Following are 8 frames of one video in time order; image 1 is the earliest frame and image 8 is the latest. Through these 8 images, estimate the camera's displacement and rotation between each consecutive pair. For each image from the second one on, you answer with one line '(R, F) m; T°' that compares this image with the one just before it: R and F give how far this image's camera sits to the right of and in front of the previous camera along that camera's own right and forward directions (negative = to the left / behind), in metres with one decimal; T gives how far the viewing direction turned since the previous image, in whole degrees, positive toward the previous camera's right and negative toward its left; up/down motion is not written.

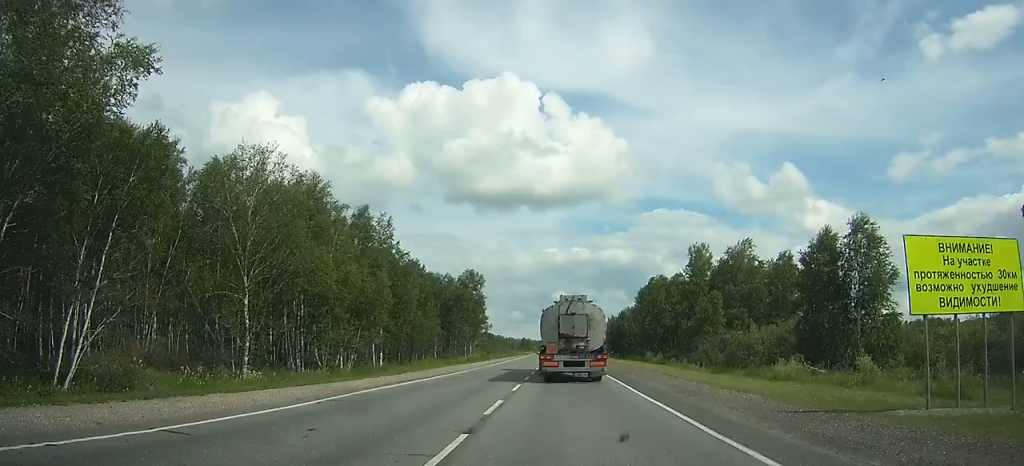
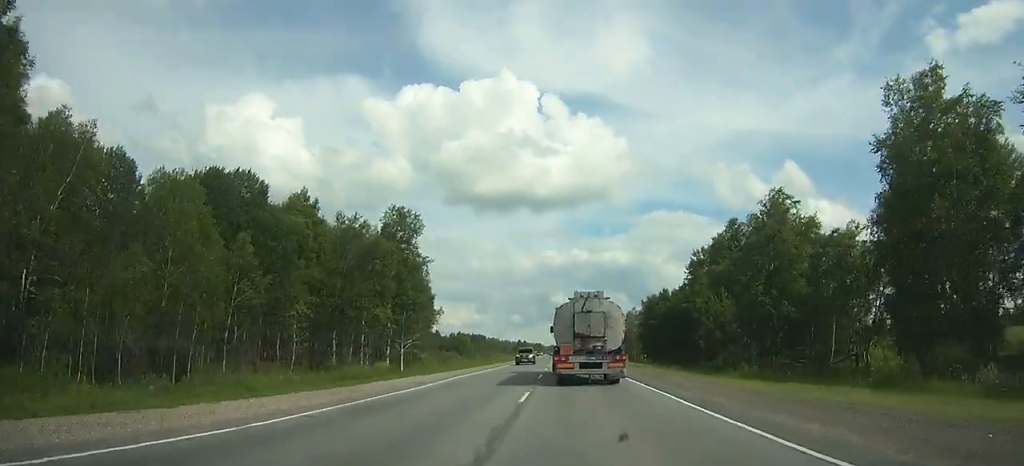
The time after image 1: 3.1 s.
(0.0, +68.4) m; 0°
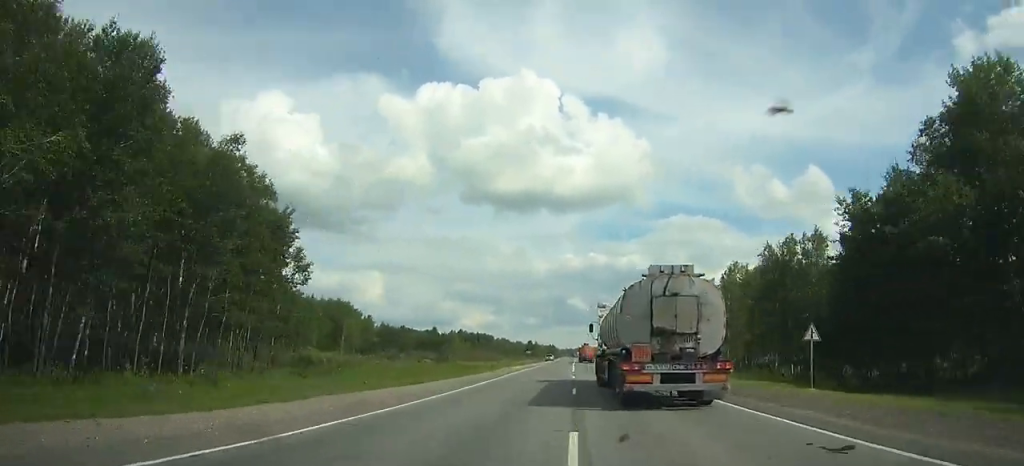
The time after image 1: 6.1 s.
(-0.5, +68.8) m; 0°
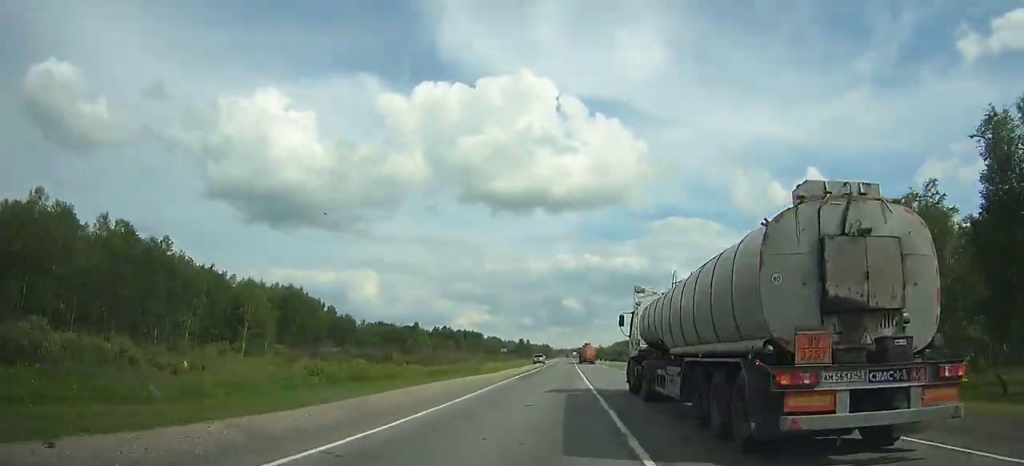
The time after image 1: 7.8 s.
(+0.1, +40.5) m; 0°
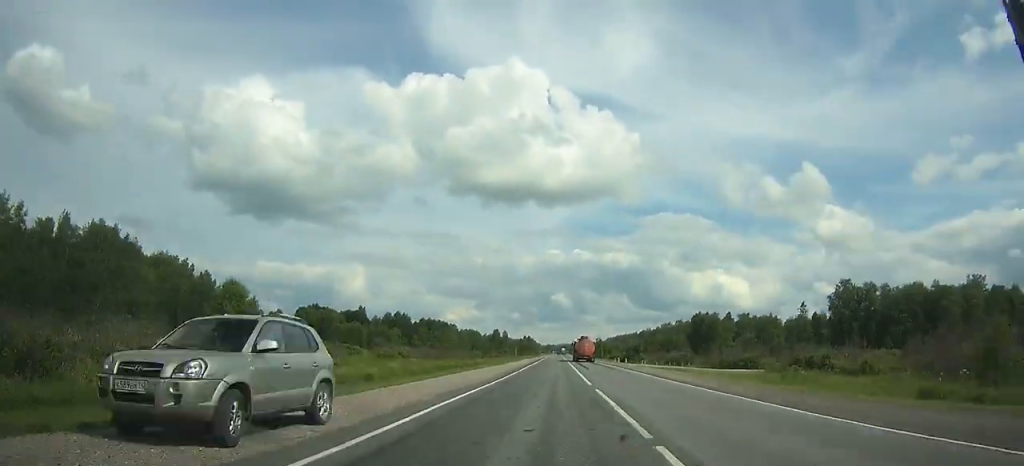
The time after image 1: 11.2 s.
(+1.2, +85.8) m; +1°
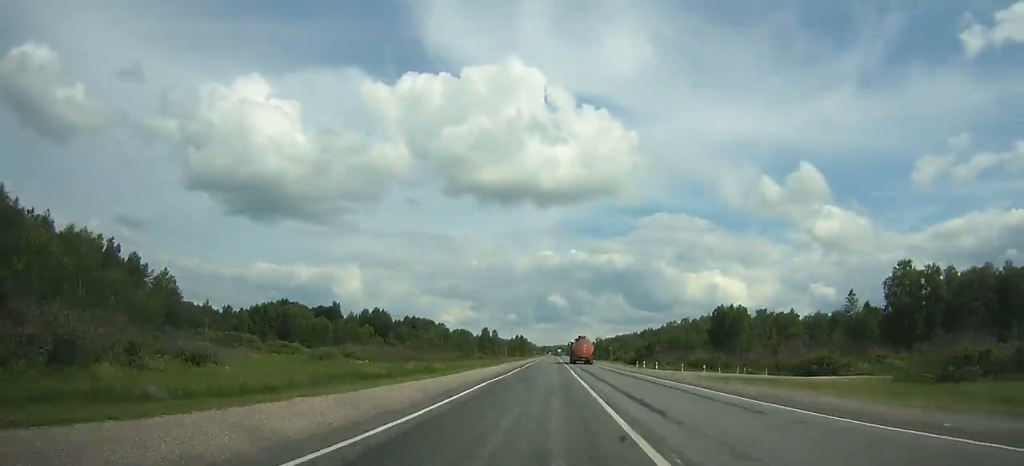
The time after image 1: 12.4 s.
(+0.1, +31.8) m; 0°
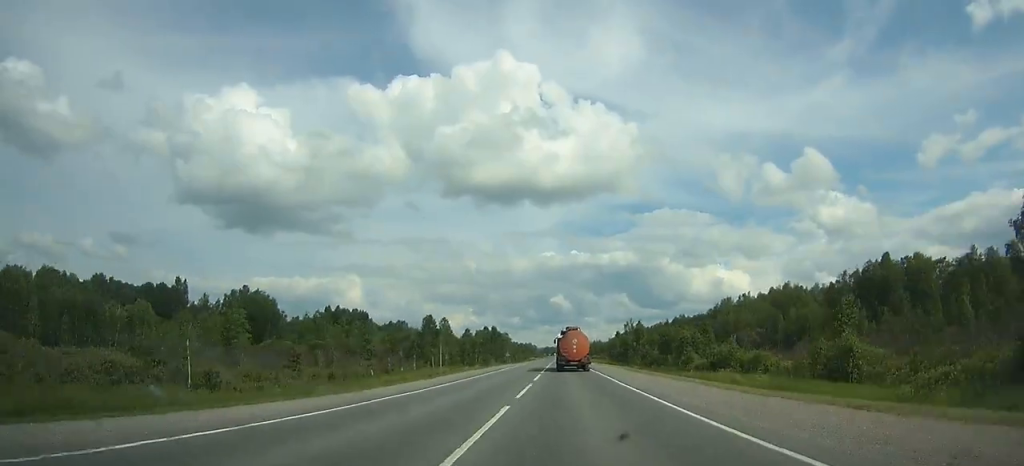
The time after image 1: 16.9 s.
(-0.3, +118.9) m; -1°
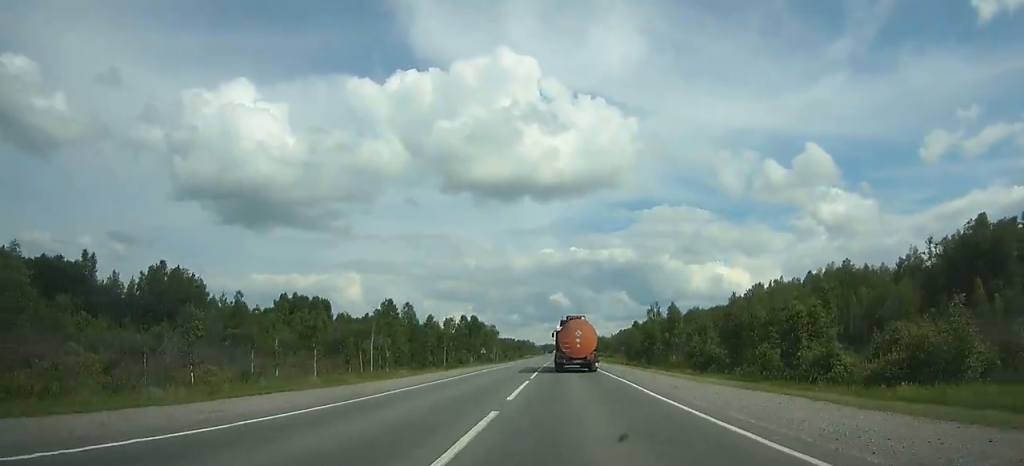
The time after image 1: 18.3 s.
(-0.3, +36.2) m; 0°
